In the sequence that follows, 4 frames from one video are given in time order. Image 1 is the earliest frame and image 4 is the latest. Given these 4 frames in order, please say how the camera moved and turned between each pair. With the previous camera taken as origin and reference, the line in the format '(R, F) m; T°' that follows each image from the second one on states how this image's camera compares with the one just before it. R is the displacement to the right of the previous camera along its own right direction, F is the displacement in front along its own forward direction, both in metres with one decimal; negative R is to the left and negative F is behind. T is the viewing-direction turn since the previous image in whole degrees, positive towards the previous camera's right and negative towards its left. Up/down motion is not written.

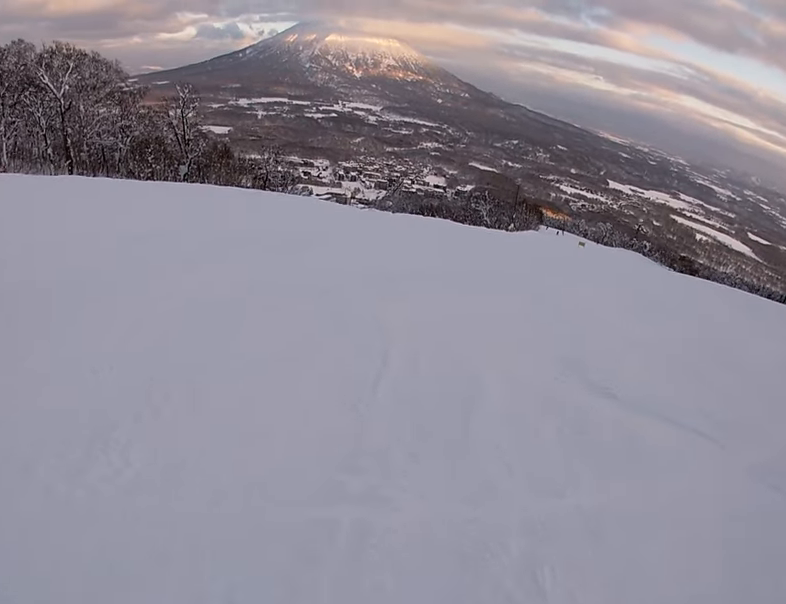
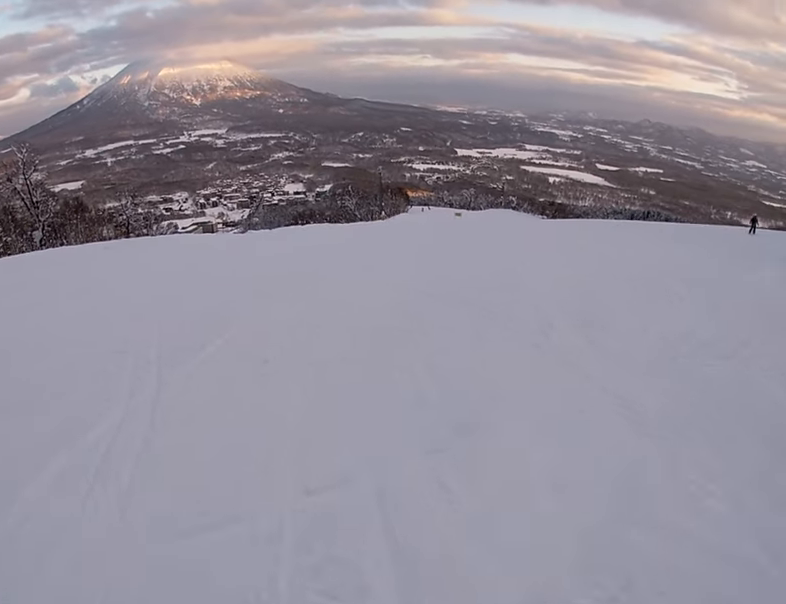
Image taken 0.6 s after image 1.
(+0.4, +4.1) m; +14°
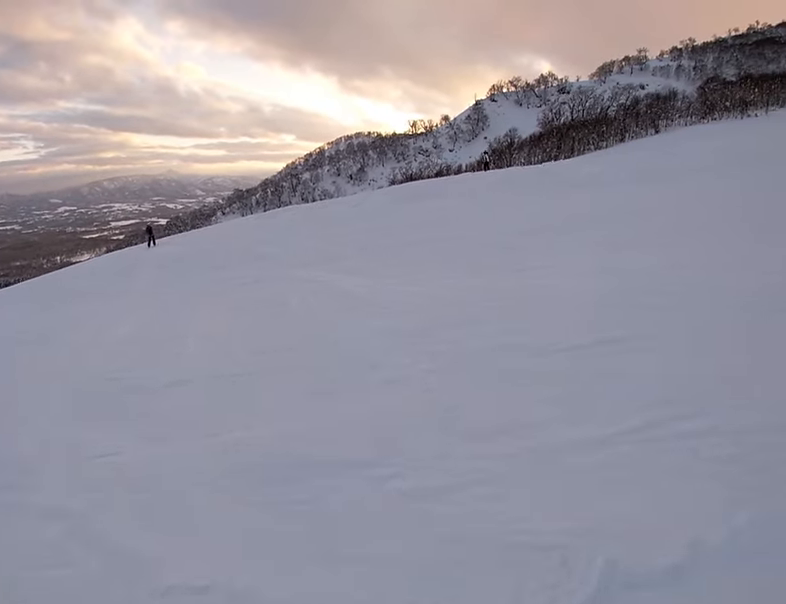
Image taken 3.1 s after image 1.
(+7.7, +12.5) m; +66°
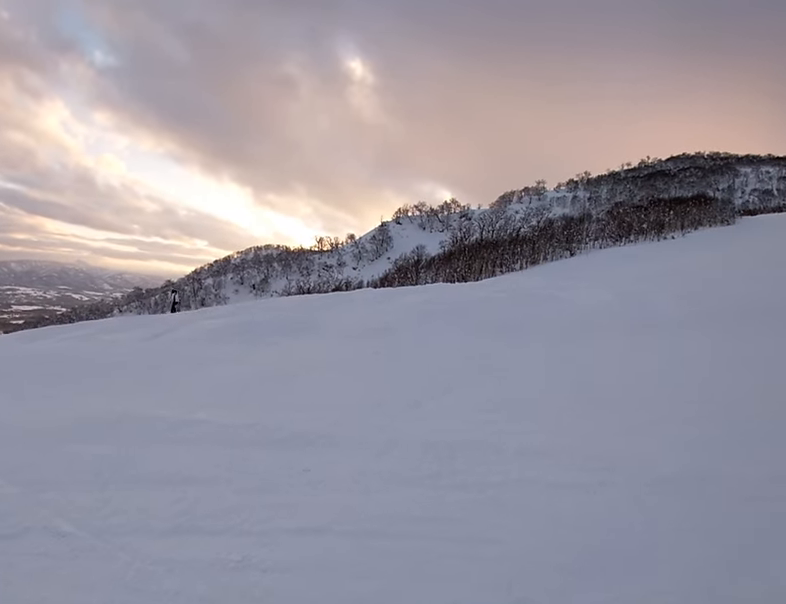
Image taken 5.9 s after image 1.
(+4.4, +10.9) m; +31°
